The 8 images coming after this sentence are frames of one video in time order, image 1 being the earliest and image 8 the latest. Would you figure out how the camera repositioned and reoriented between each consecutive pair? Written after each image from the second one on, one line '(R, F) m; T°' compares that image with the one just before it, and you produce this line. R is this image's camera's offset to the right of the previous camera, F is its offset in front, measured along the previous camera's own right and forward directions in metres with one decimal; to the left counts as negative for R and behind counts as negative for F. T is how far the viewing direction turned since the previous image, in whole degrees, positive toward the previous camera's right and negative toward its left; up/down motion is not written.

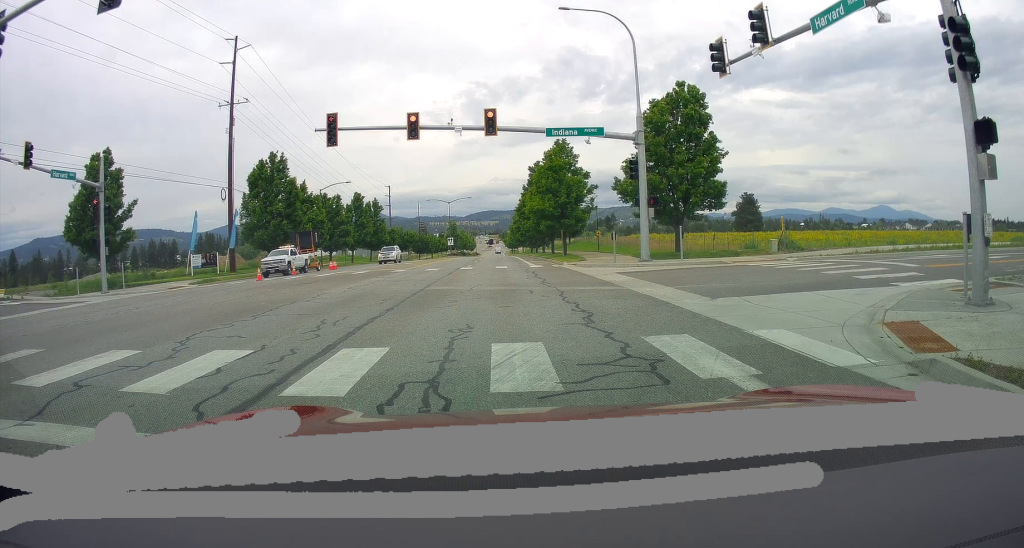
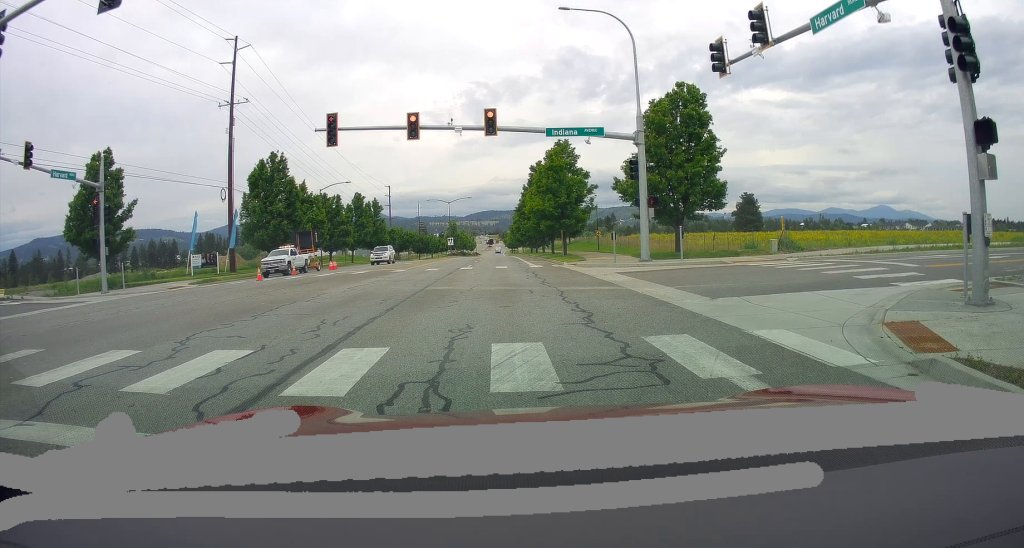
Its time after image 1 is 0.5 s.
(0.0, 0.0) m; 0°
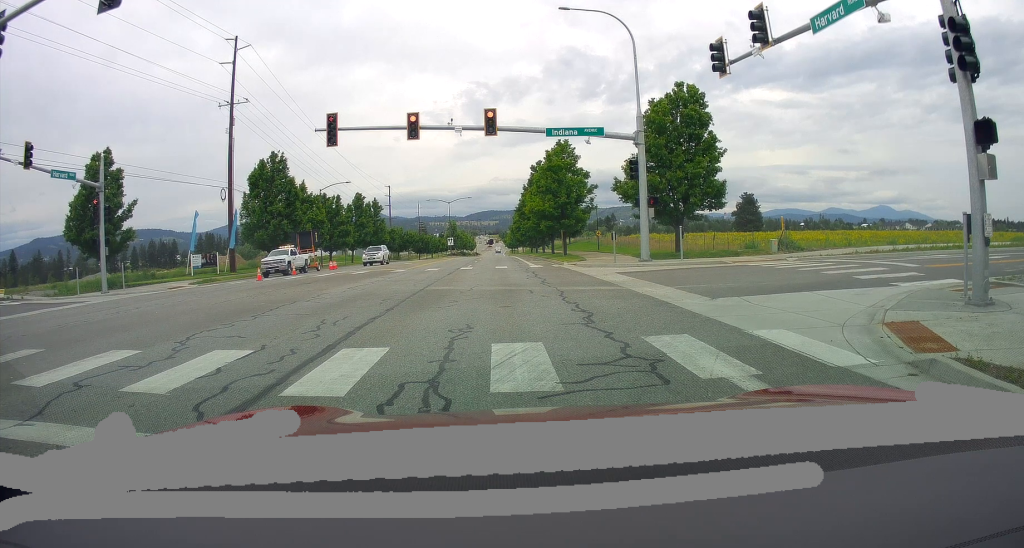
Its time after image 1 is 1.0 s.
(0.0, 0.0) m; 0°
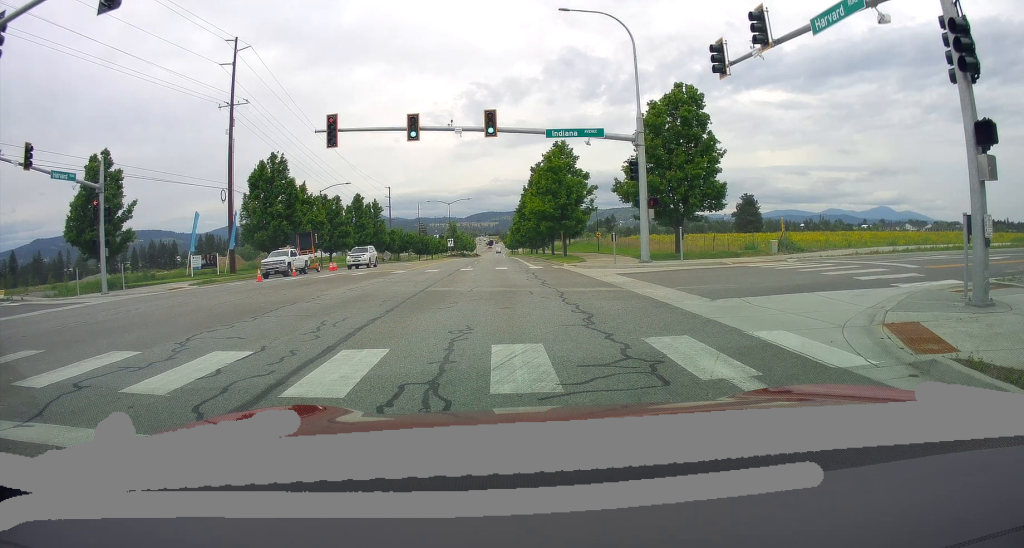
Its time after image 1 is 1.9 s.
(0.0, +0.3) m; 0°
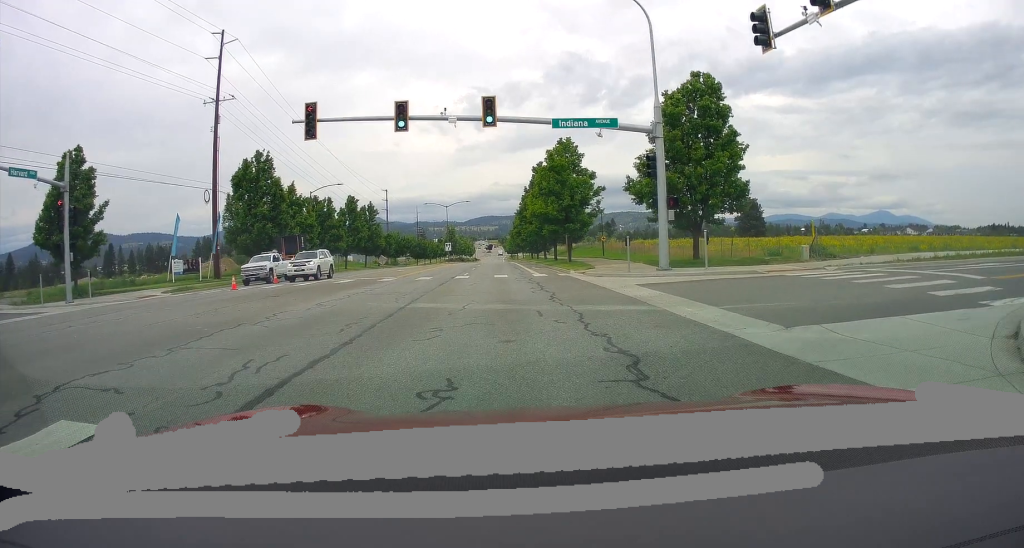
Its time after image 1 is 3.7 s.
(0.0, +0.6) m; 0°
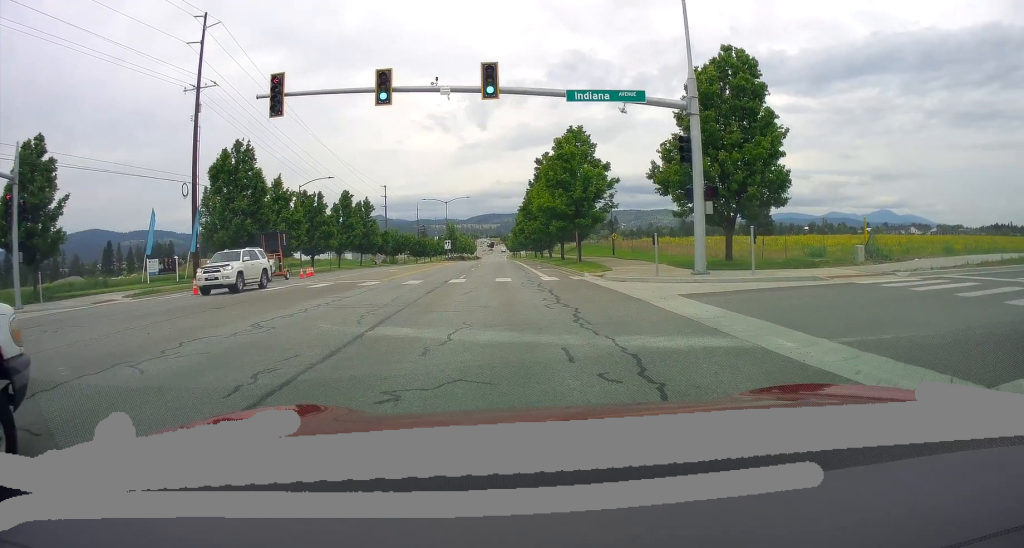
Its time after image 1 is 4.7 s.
(0.0, +1.9) m; 0°
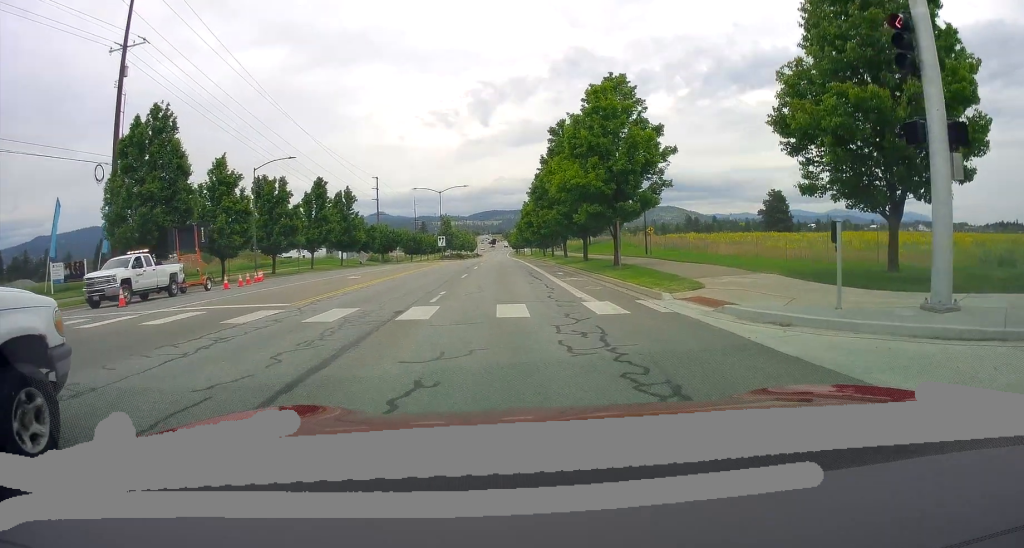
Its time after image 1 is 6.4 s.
(0.0, +9.2) m; 0°
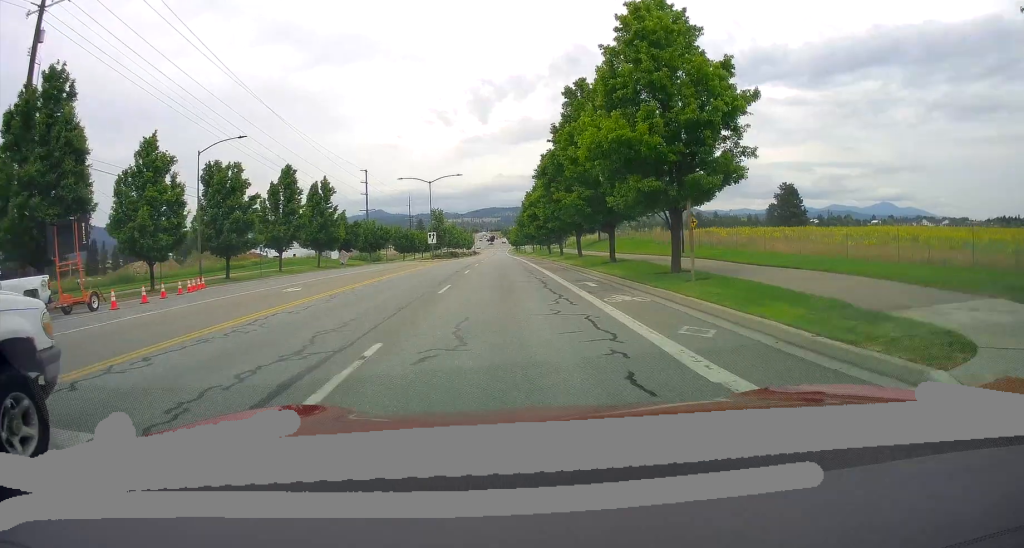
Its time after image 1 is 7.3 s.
(0.0, +7.9) m; 0°
